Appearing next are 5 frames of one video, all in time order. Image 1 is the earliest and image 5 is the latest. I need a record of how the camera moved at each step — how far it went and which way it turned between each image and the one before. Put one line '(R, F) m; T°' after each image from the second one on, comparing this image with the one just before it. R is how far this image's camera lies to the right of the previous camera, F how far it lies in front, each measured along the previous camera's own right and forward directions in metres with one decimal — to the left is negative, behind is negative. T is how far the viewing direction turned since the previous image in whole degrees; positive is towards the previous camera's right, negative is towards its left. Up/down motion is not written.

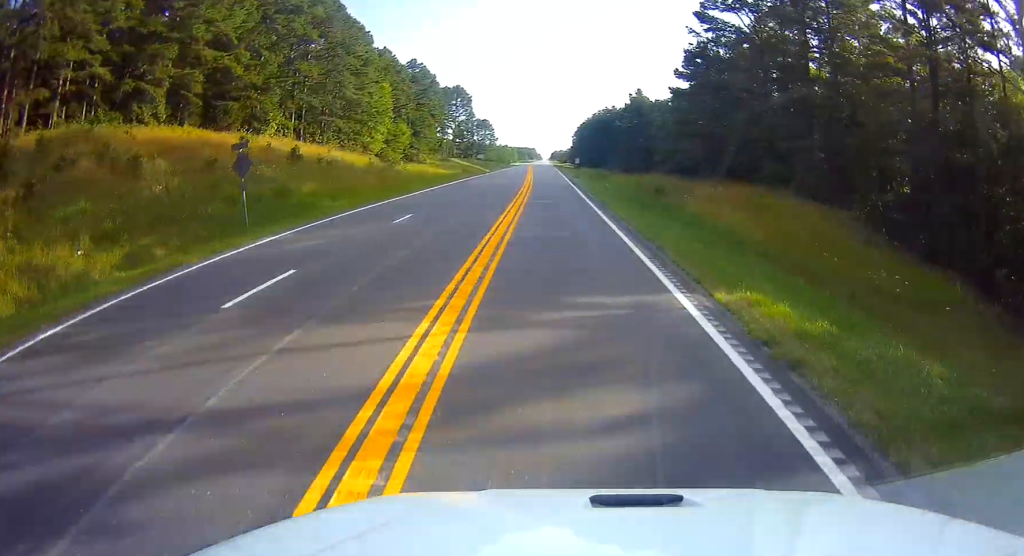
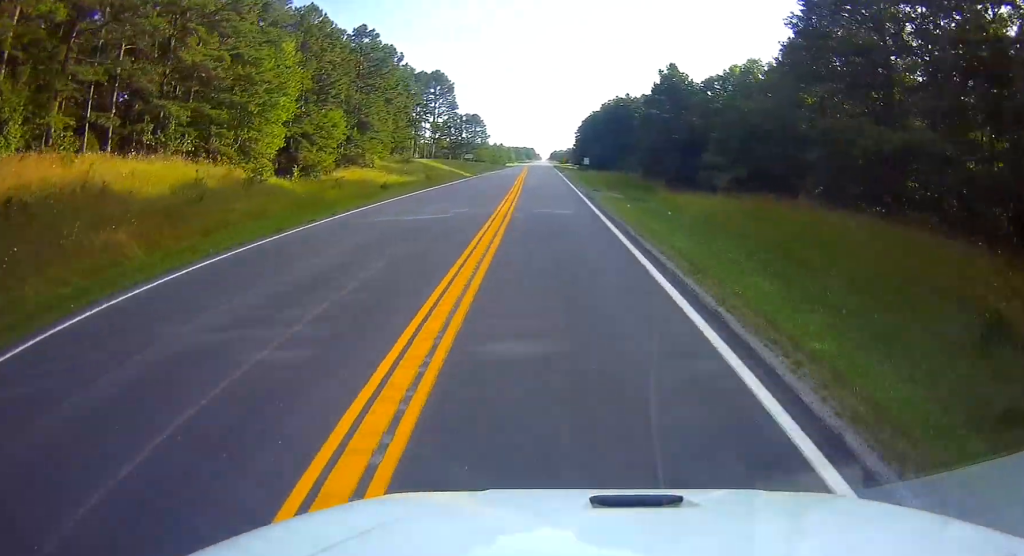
(0.0, +32.9) m; 0°
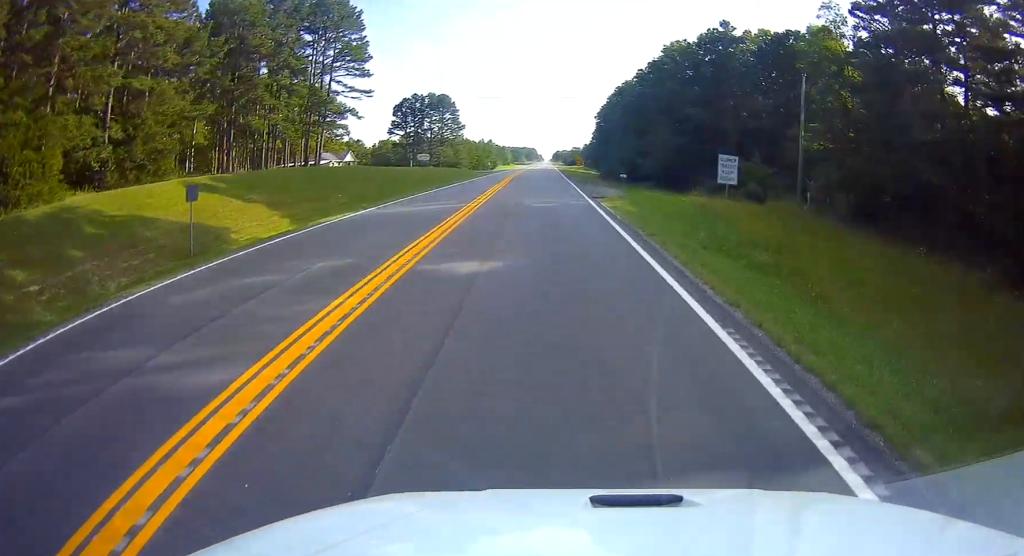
(-0.3, +78.0) m; -1°
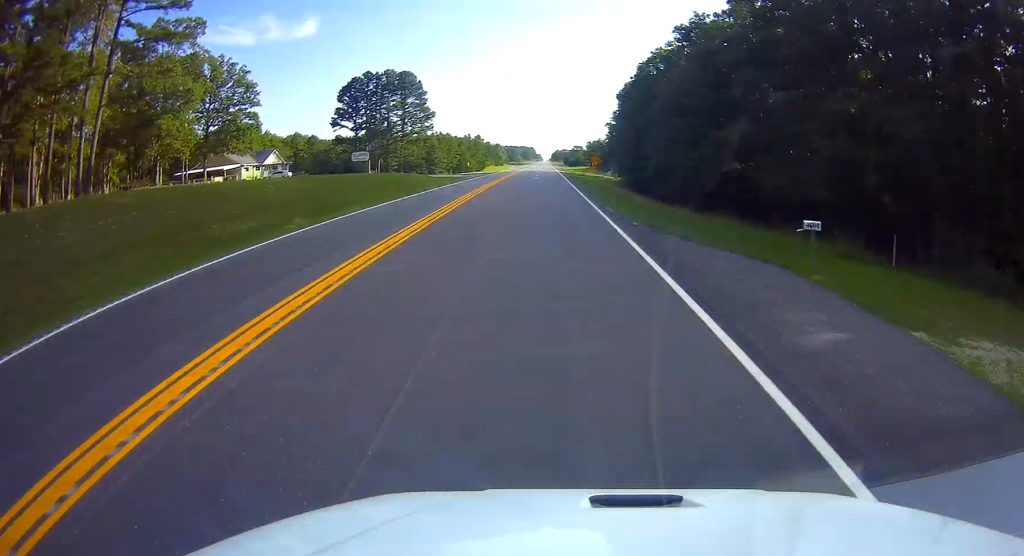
(-0.1, +42.1) m; +1°
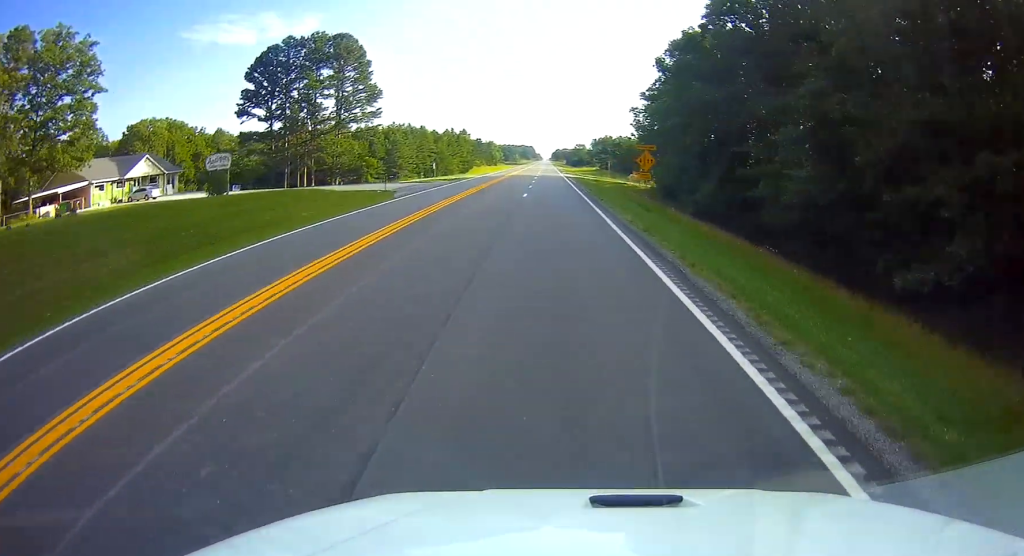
(+0.2, +38.1) m; 0°
